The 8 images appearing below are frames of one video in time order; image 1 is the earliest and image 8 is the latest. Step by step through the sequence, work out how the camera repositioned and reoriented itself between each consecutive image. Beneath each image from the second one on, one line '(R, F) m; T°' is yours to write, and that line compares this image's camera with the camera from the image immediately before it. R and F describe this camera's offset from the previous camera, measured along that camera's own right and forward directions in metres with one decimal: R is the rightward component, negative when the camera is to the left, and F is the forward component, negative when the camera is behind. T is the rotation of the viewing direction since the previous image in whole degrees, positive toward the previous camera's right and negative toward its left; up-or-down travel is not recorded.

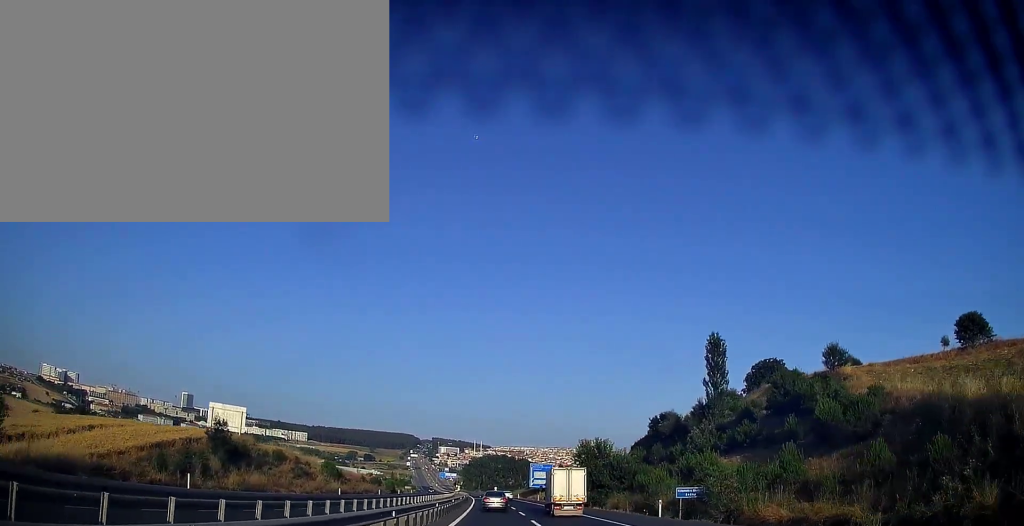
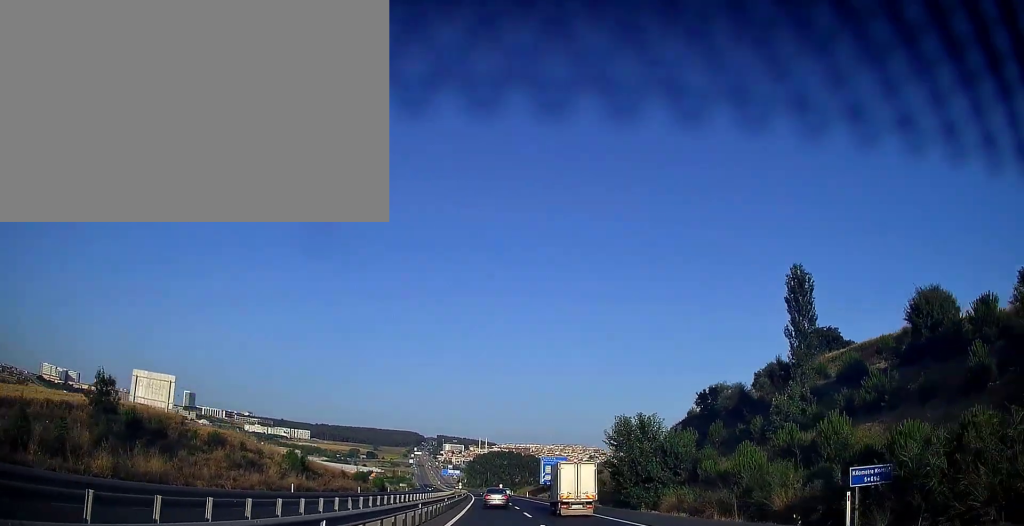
(-0.1, +18.4) m; -1°
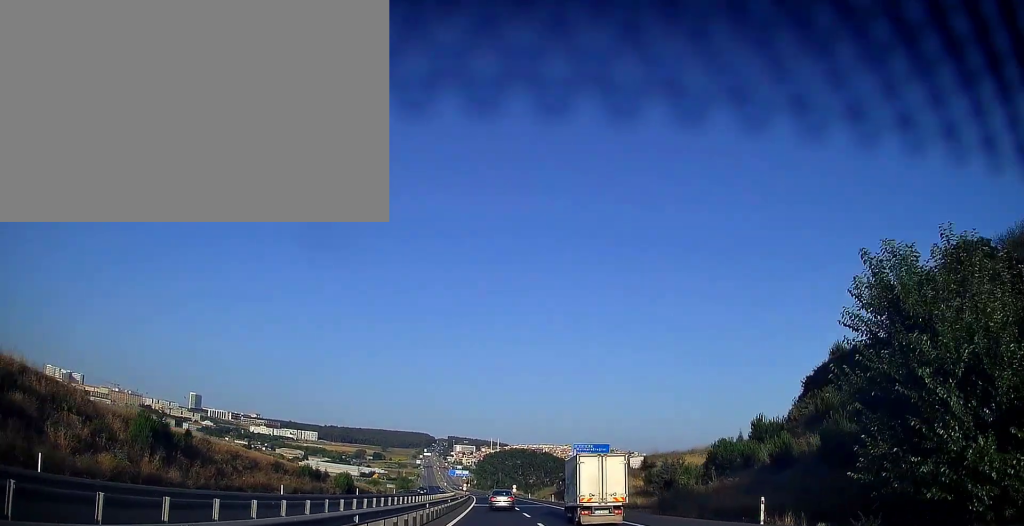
(-0.4, +33.8) m; -1°
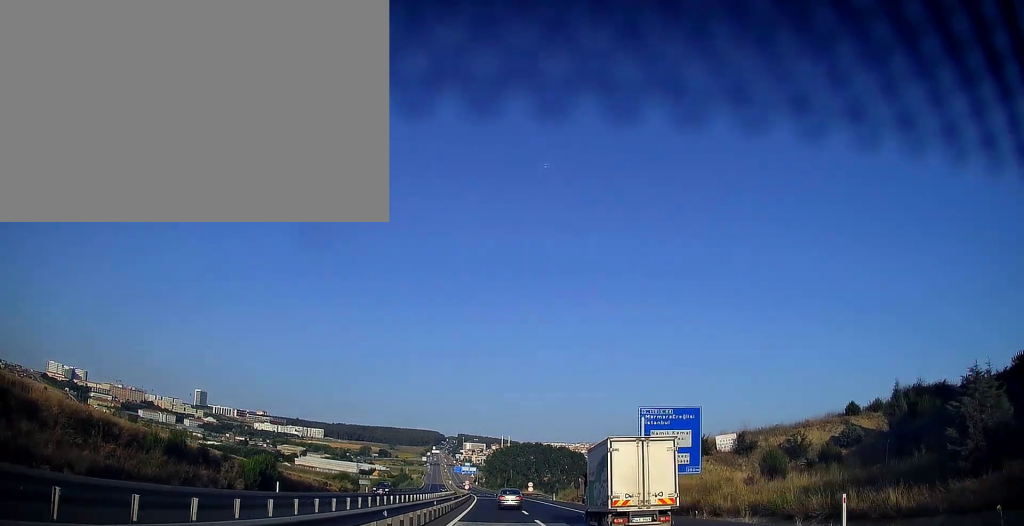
(-0.1, +33.5) m; -1°
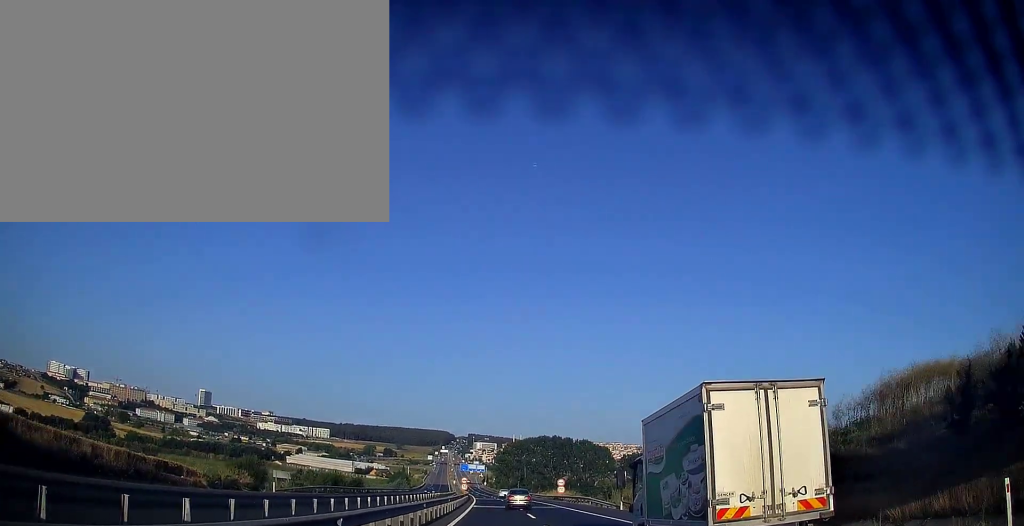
(-0.5, +40.4) m; -1°
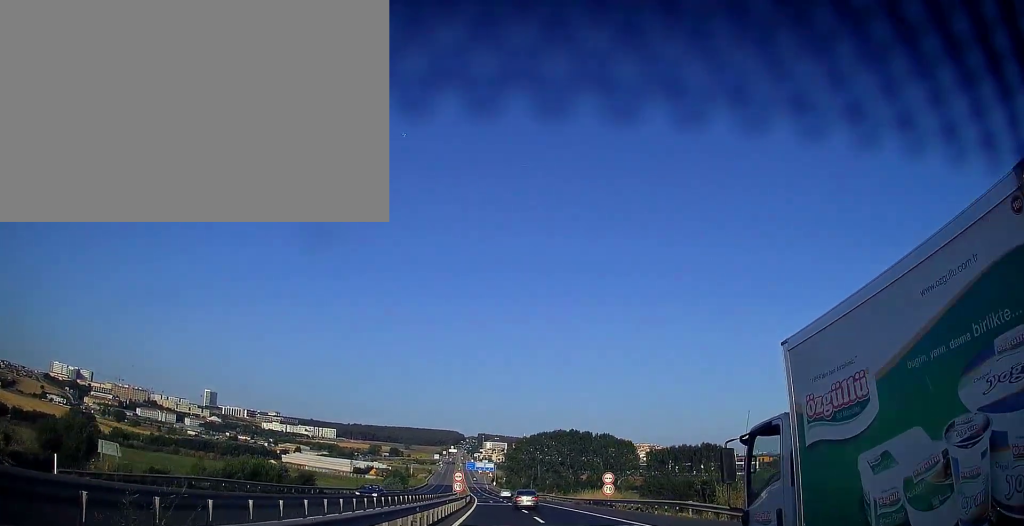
(-0.2, +27.3) m; -1°
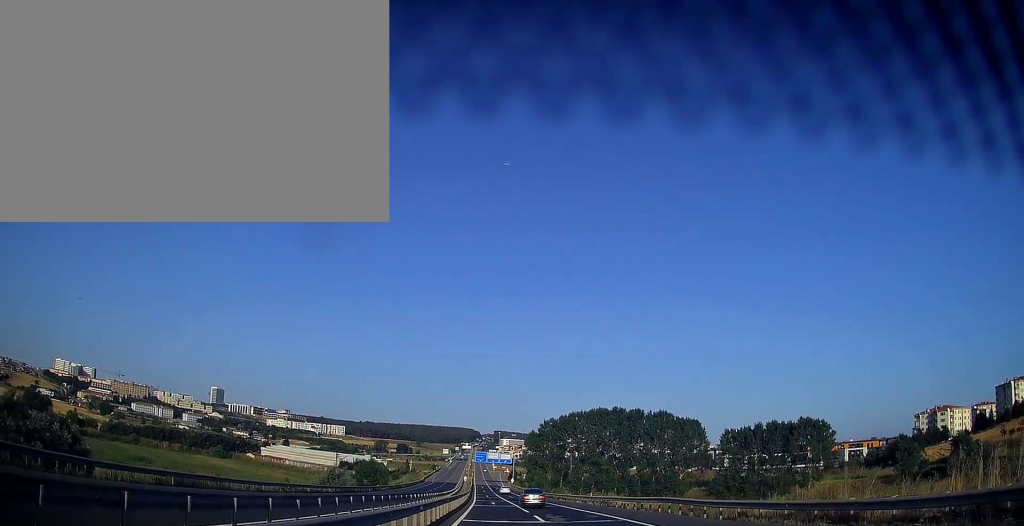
(-0.9, +59.2) m; -1°
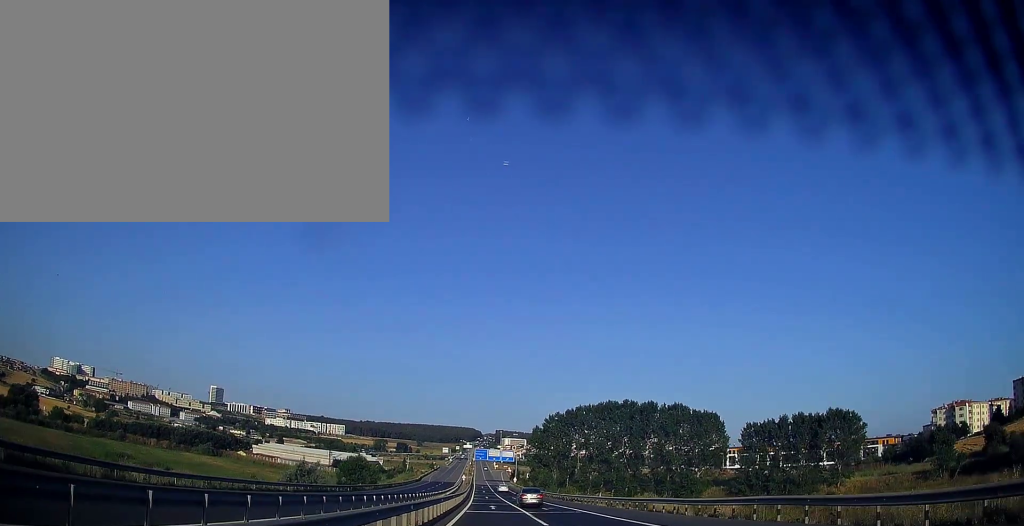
(-0.1, +13.3) m; 0°
